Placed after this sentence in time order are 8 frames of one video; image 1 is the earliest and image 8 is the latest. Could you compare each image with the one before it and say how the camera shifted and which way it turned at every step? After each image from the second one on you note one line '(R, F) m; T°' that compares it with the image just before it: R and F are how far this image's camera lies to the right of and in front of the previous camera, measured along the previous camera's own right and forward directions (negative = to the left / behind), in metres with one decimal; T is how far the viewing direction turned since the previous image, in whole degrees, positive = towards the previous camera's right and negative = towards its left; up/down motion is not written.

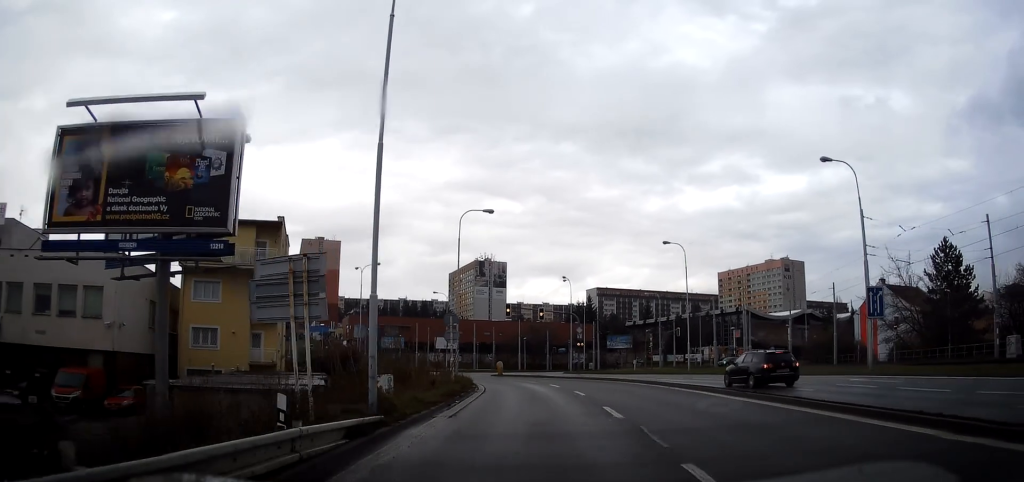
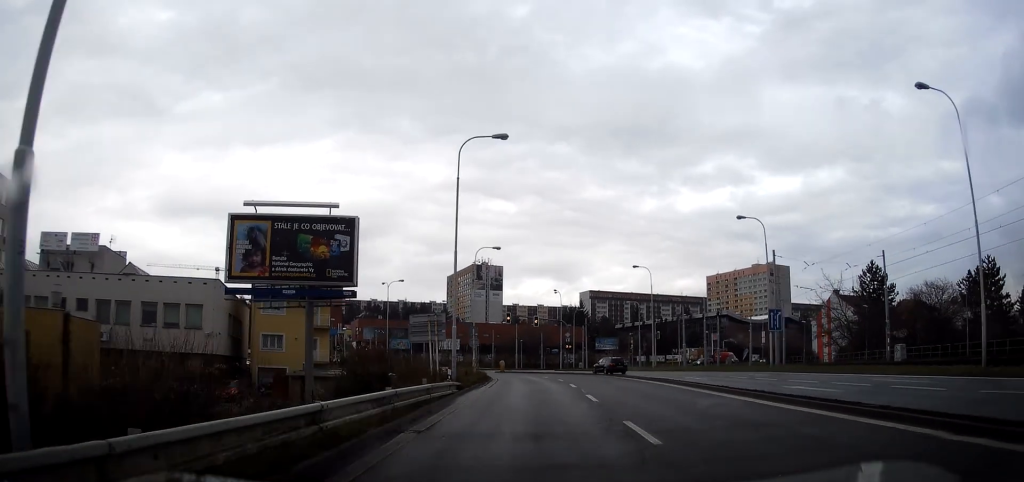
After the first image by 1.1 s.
(+0.2, +11.1) m; +1°
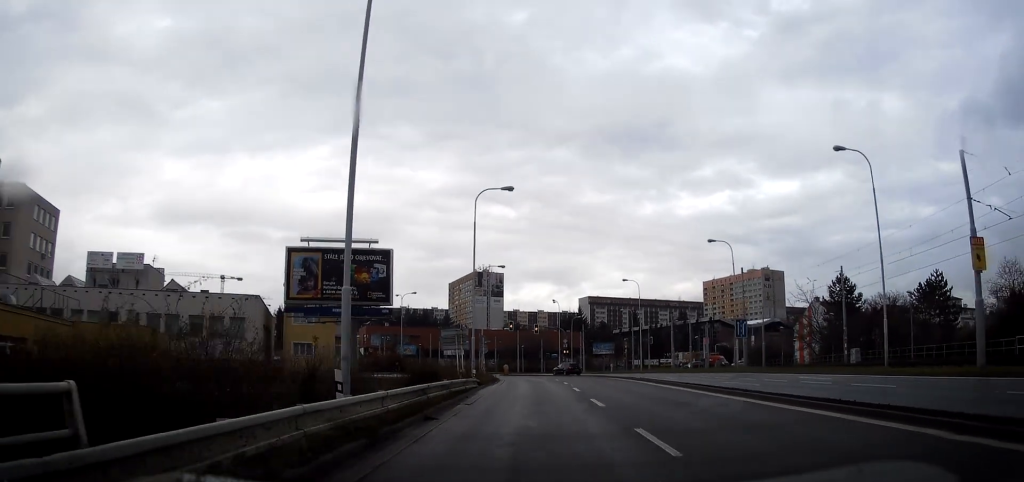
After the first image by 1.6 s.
(0.0, +6.0) m; 0°
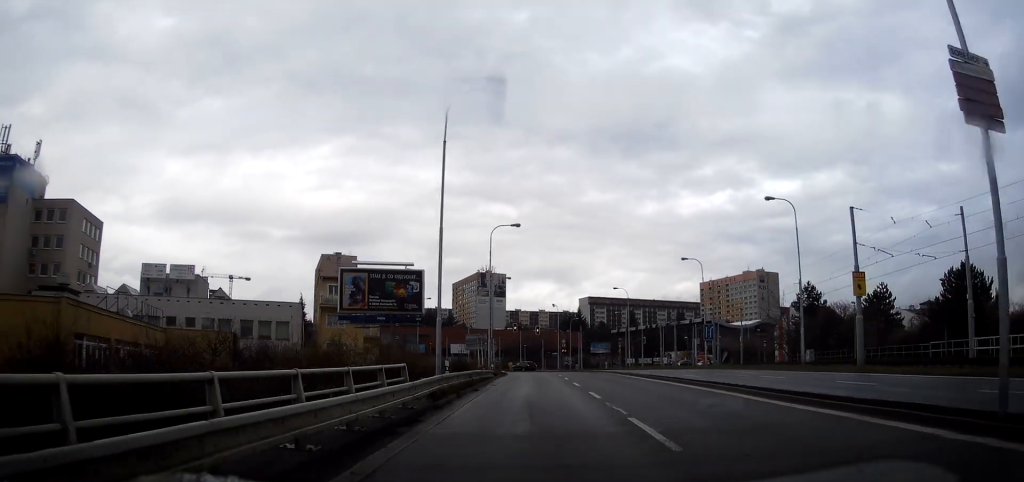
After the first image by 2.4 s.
(0.0, +8.4) m; 0°
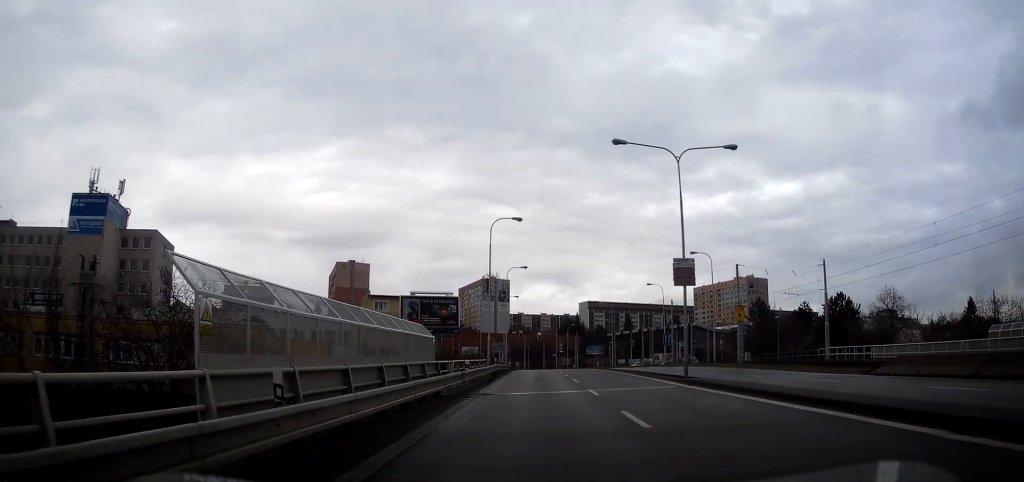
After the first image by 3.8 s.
(-0.1, +19.8) m; 0°
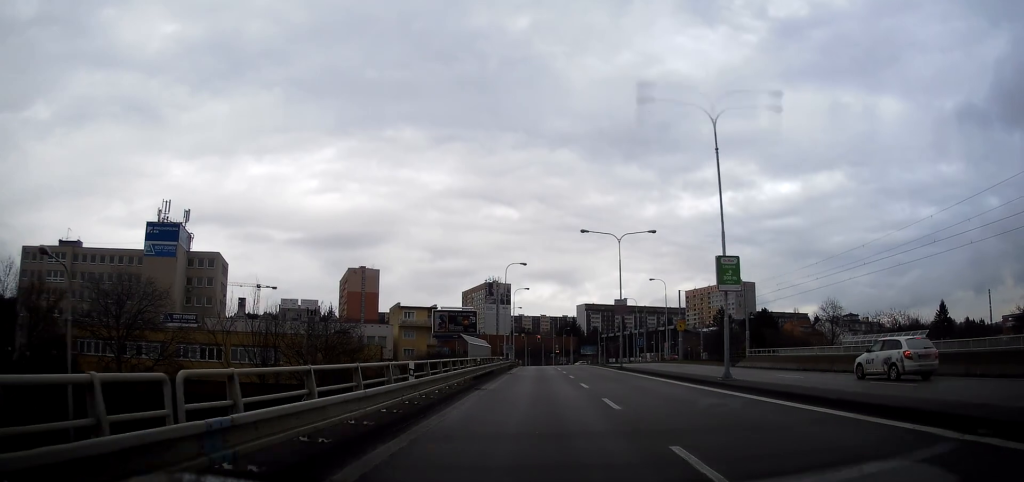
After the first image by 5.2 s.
(0.0, +18.9) m; 0°
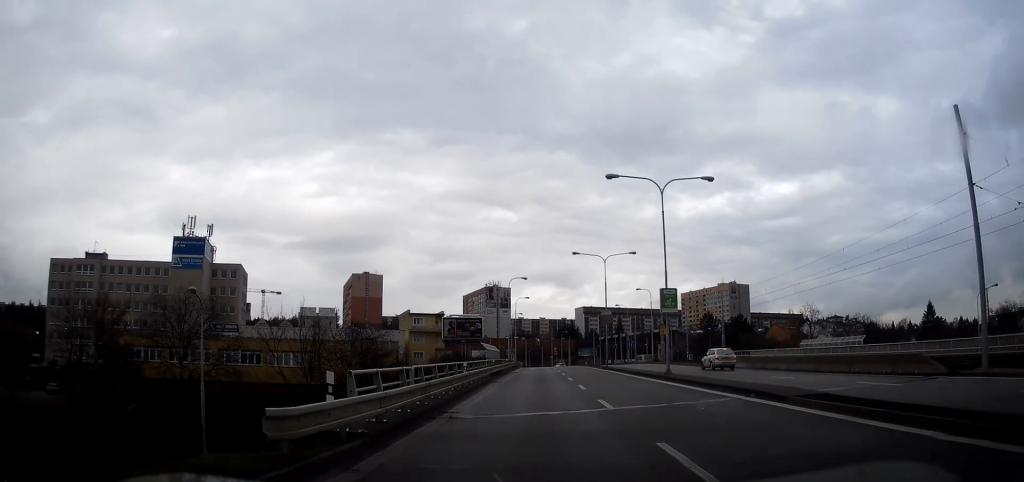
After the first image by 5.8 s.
(0.0, +8.3) m; 0°
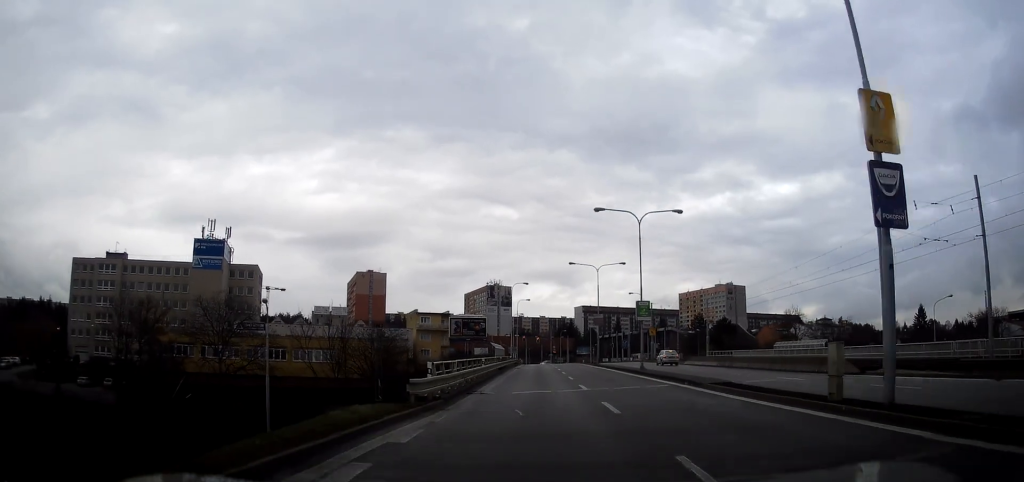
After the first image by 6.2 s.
(0.0, +6.9) m; 0°
